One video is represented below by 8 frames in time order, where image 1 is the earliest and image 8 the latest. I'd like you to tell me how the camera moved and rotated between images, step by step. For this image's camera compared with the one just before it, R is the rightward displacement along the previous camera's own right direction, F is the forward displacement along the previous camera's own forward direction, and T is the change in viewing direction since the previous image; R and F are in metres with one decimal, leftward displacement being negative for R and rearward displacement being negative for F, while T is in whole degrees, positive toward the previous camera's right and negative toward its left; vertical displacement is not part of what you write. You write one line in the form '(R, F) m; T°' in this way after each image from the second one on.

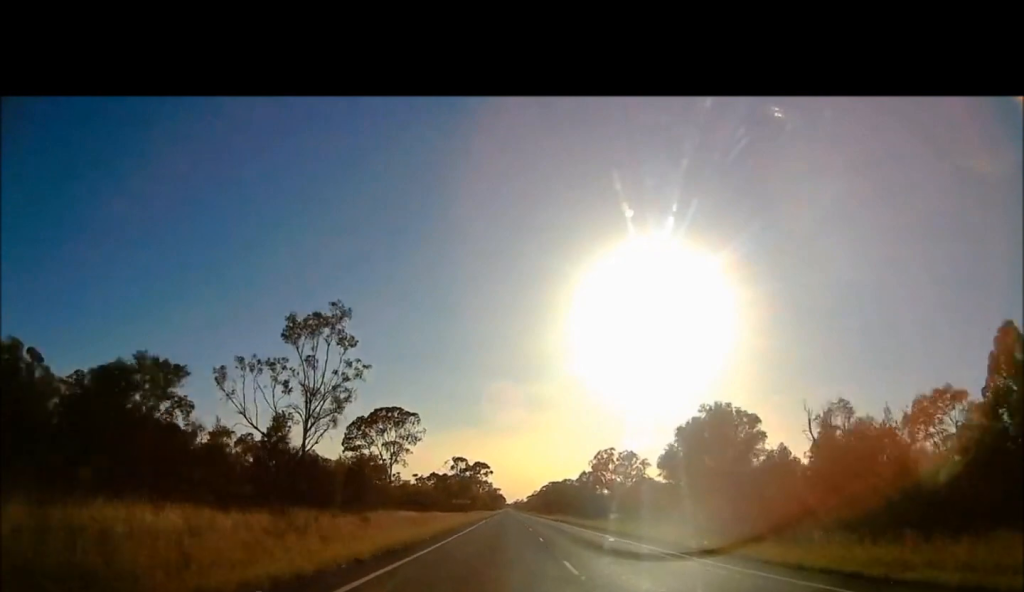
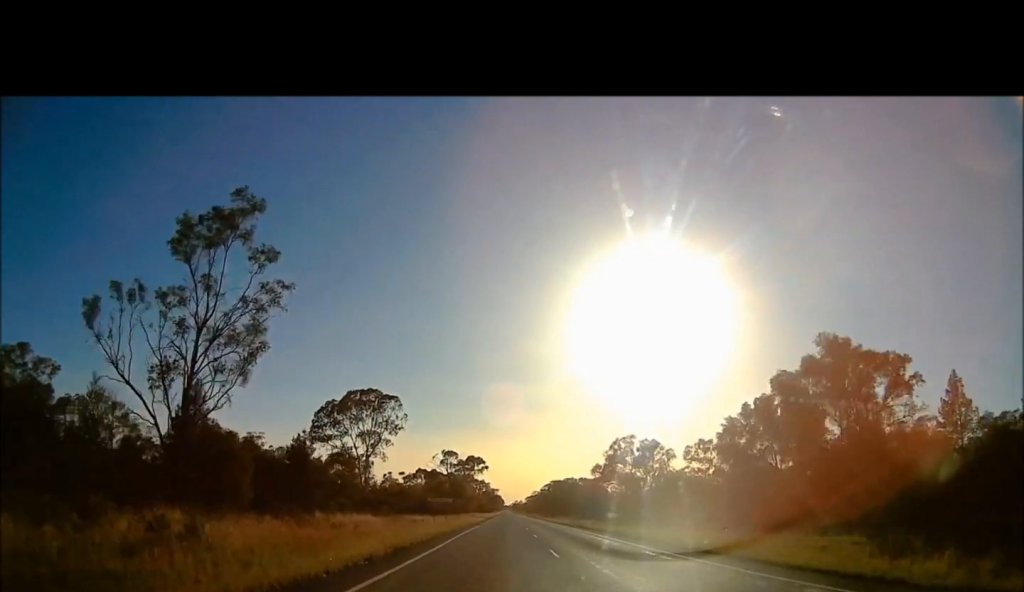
(-0.9, +18.9) m; 0°
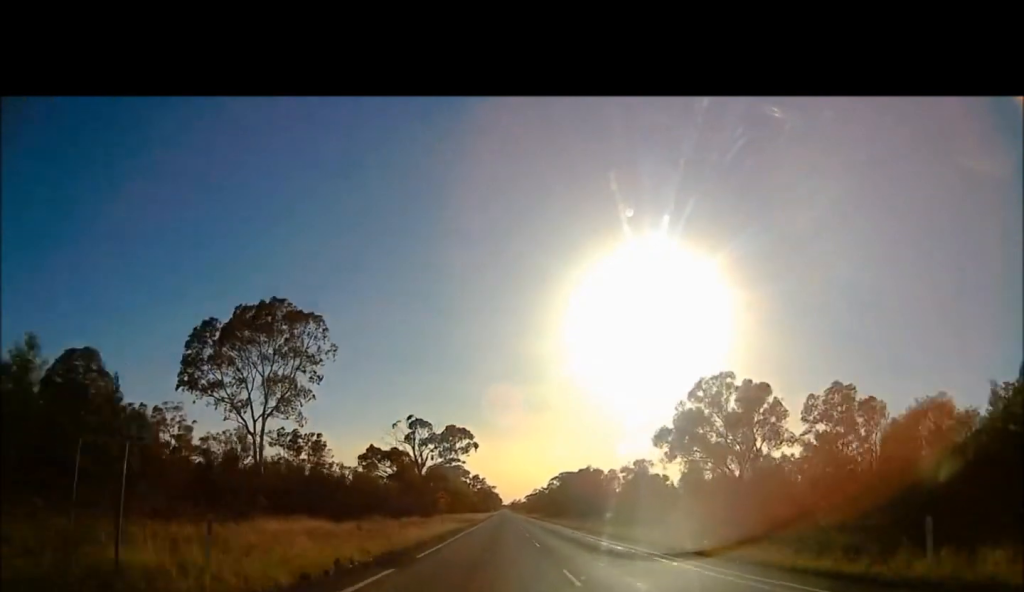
(+1.7, +40.9) m; +3°
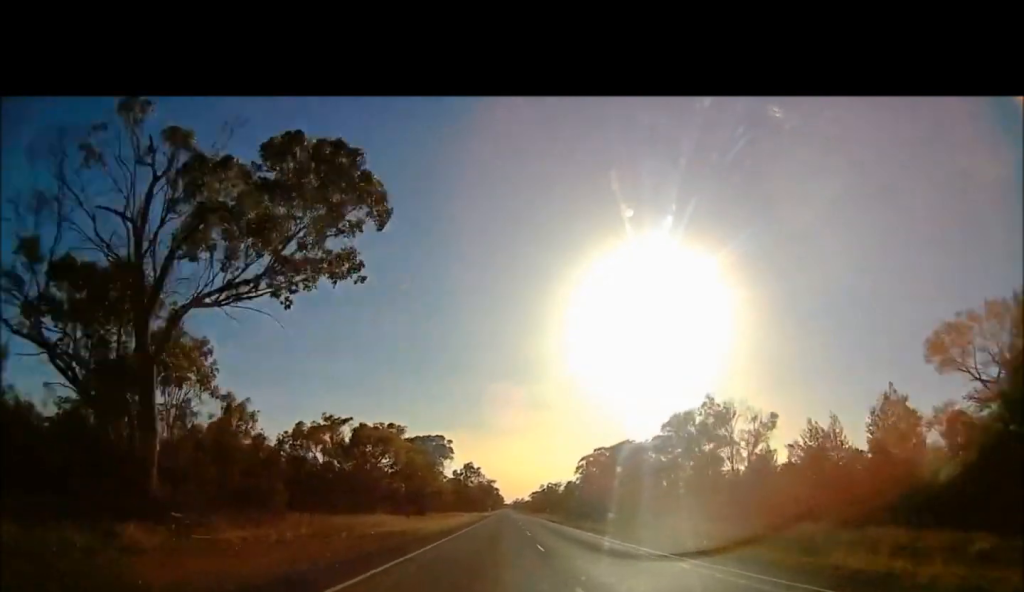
(0.0, +59.8) m; -1°
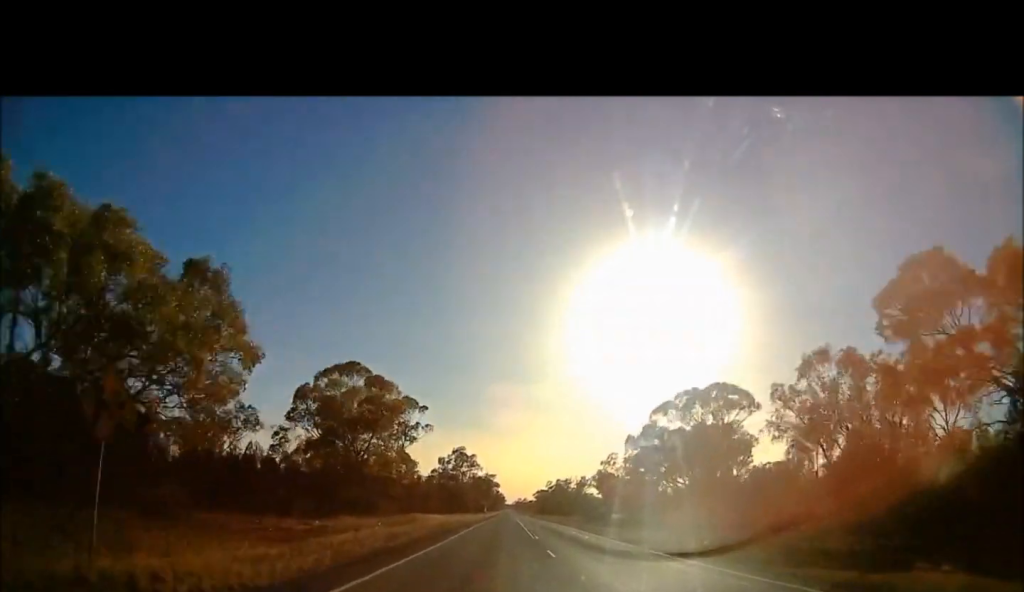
(-0.5, +43.4) m; -1°
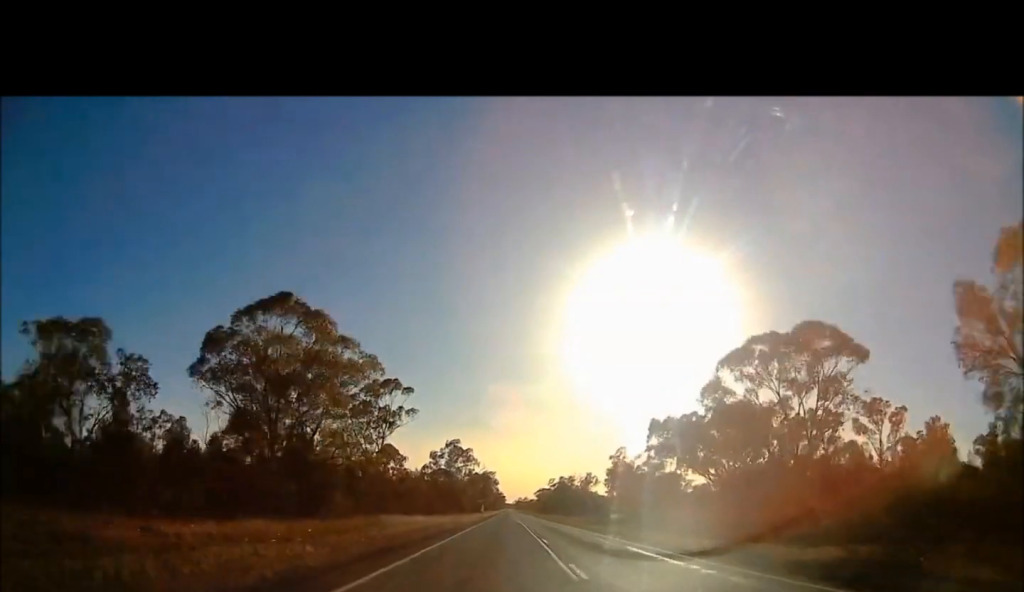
(0.0, +14.4) m; 0°
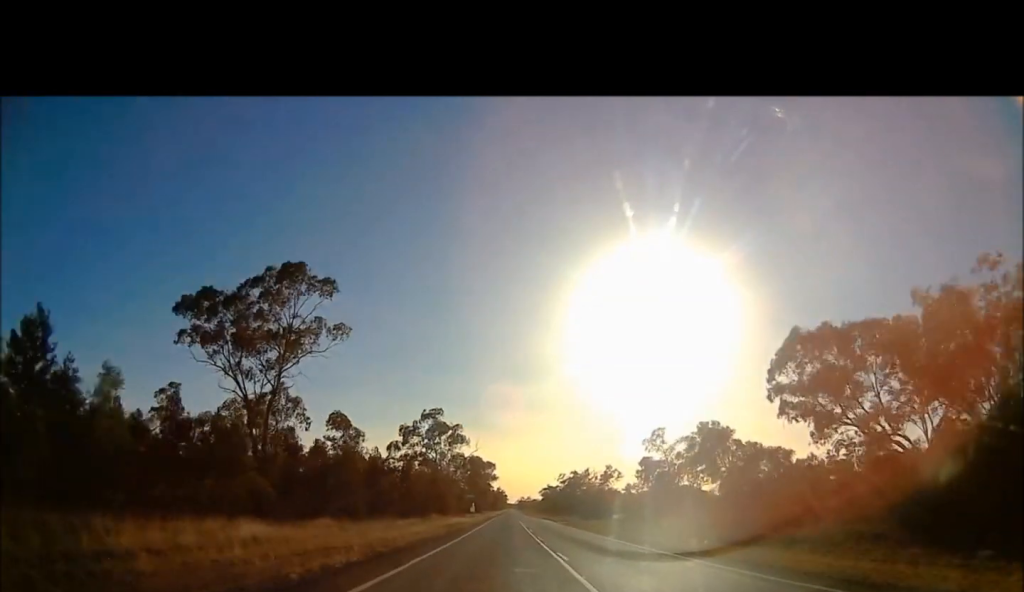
(0.0, +35.8) m; 0°
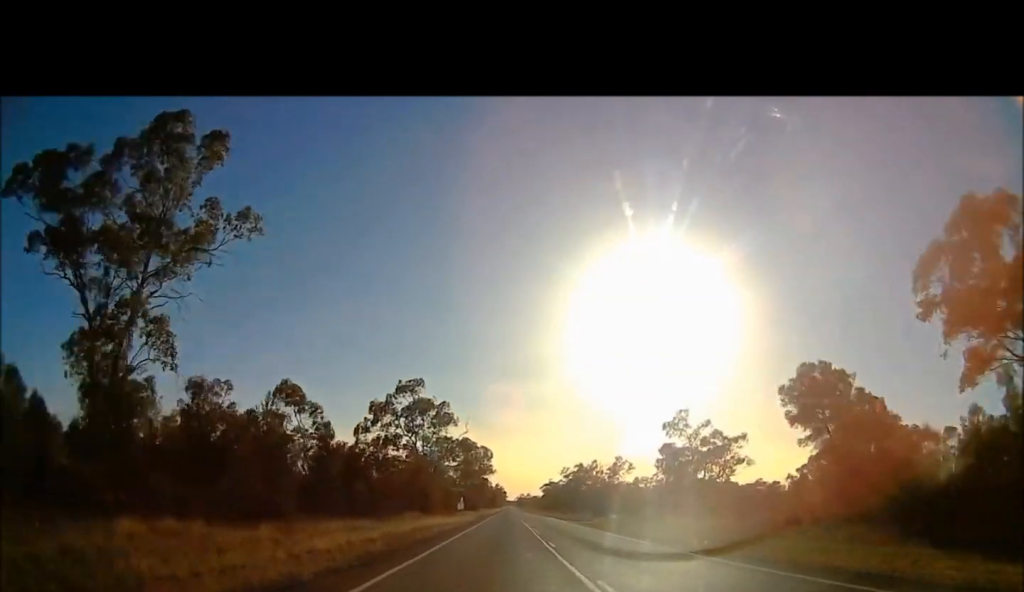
(0.0, +16.9) m; 0°
